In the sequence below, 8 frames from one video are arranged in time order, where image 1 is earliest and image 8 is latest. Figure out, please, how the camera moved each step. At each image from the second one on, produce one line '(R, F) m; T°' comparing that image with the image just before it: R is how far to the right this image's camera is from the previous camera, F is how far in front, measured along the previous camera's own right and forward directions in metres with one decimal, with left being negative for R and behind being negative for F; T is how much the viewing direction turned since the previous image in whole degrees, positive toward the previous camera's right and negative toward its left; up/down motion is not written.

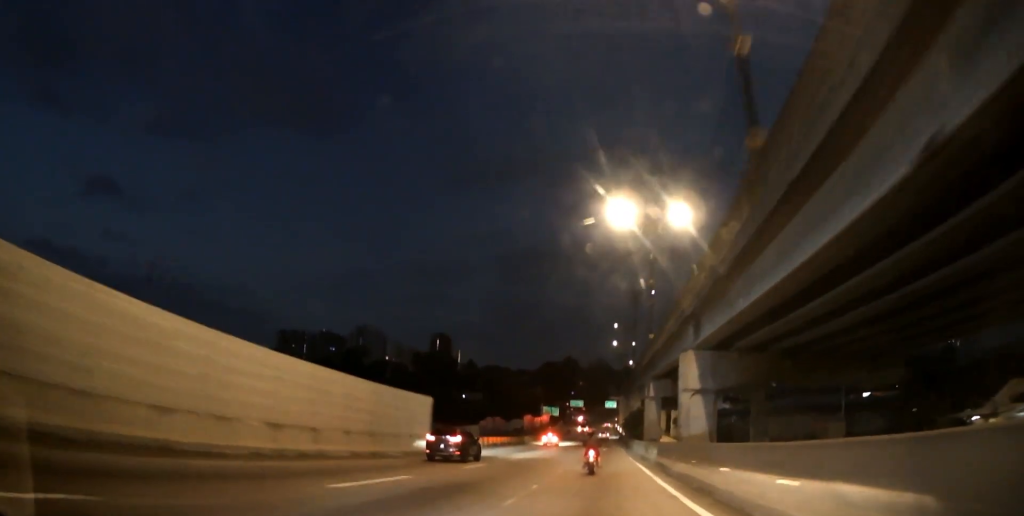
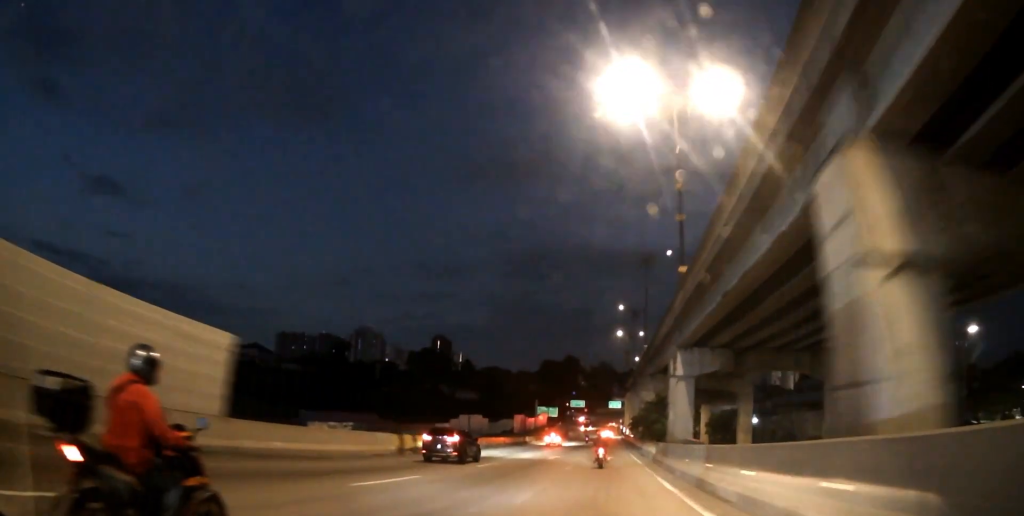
(0.0, +21.7) m; 0°
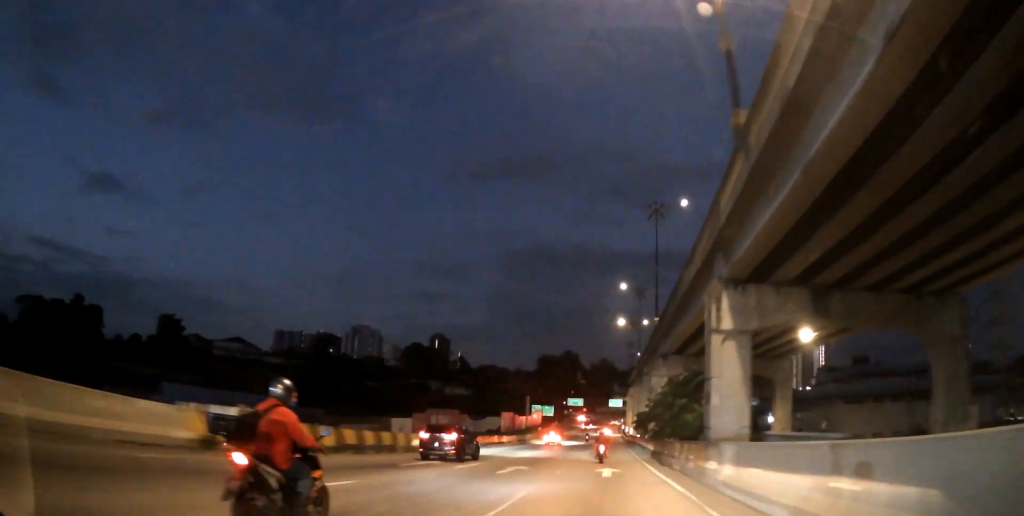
(-0.1, +15.6) m; -1°
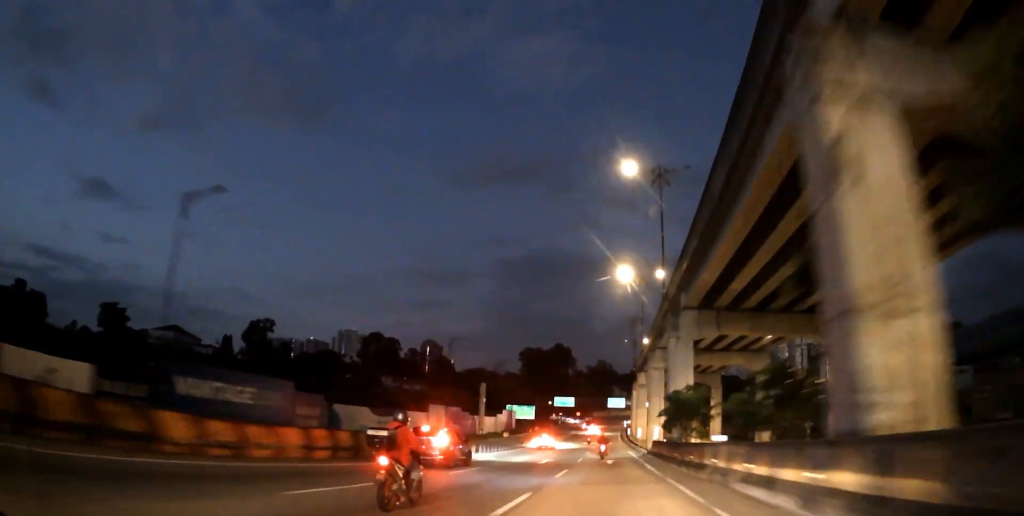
(-0.3, +46.1) m; 0°
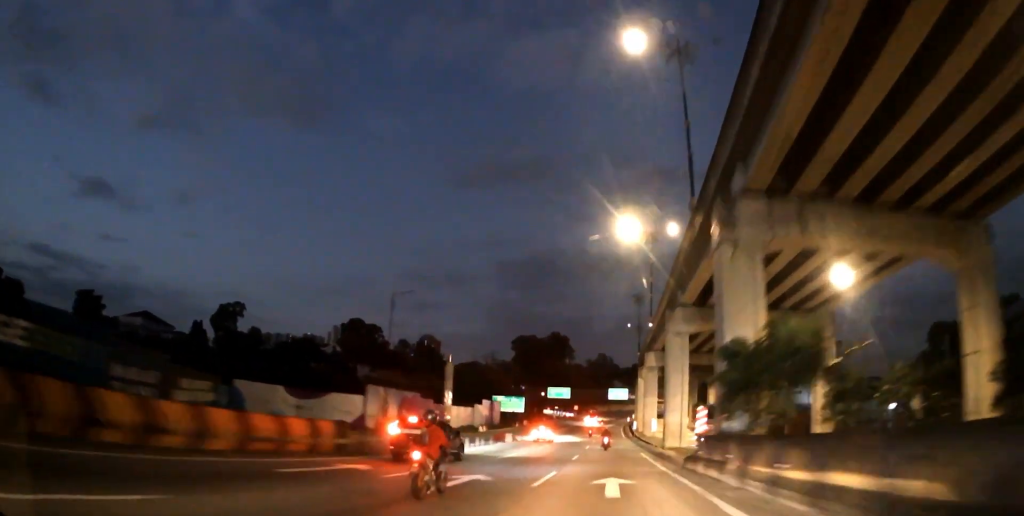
(+0.1, +19.2) m; 0°
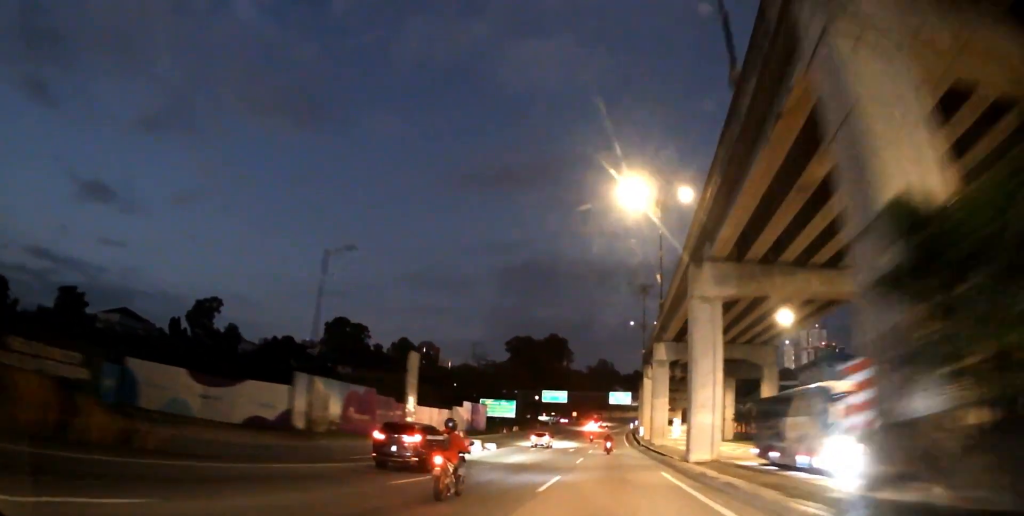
(0.0, +13.3) m; 0°
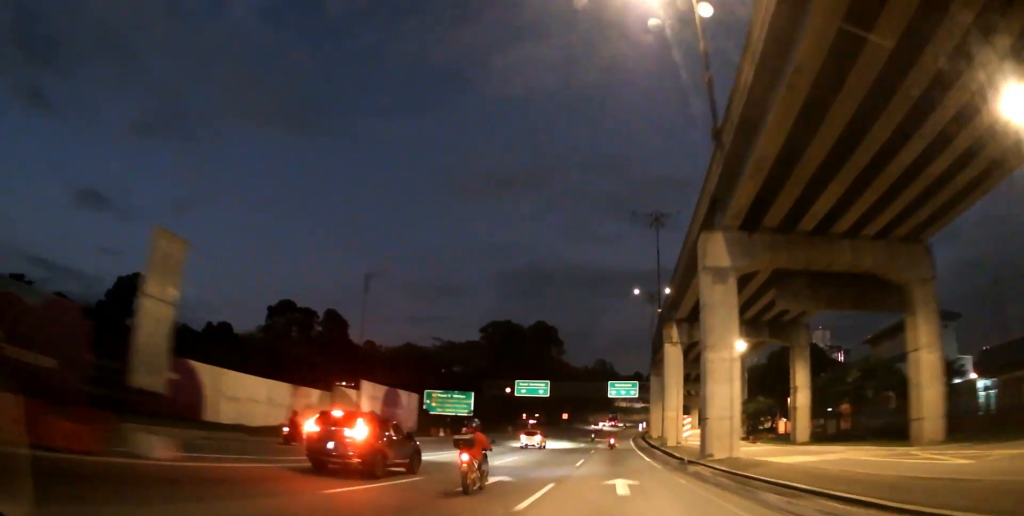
(+0.2, +34.3) m; 0°
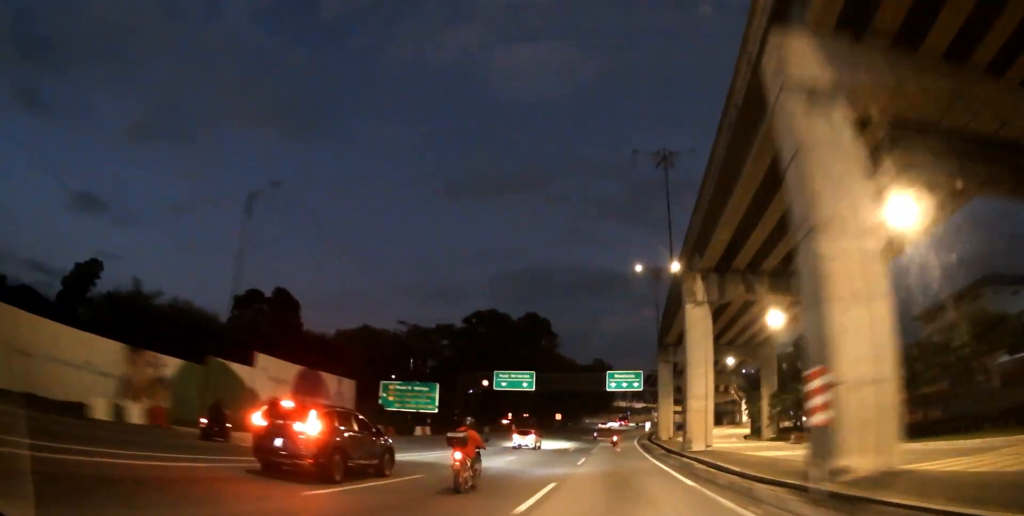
(0.0, +16.0) m; 0°
